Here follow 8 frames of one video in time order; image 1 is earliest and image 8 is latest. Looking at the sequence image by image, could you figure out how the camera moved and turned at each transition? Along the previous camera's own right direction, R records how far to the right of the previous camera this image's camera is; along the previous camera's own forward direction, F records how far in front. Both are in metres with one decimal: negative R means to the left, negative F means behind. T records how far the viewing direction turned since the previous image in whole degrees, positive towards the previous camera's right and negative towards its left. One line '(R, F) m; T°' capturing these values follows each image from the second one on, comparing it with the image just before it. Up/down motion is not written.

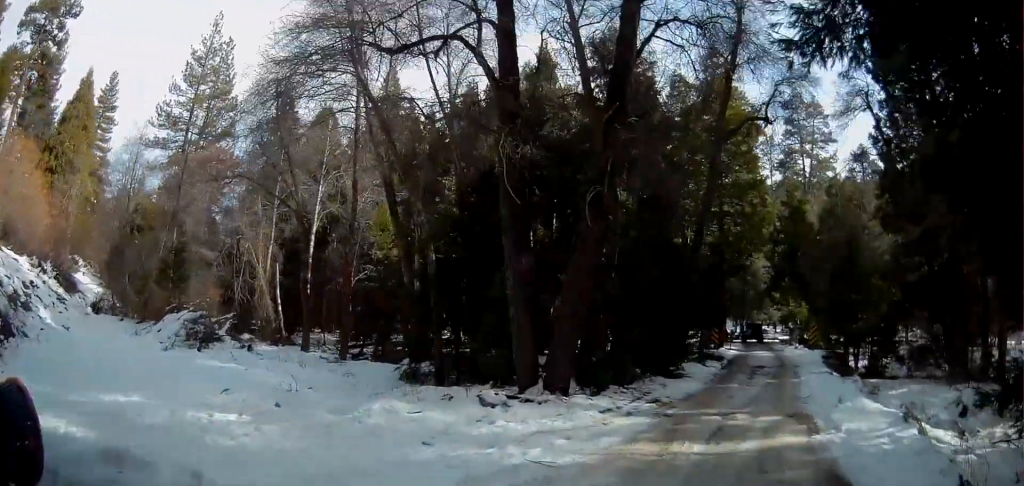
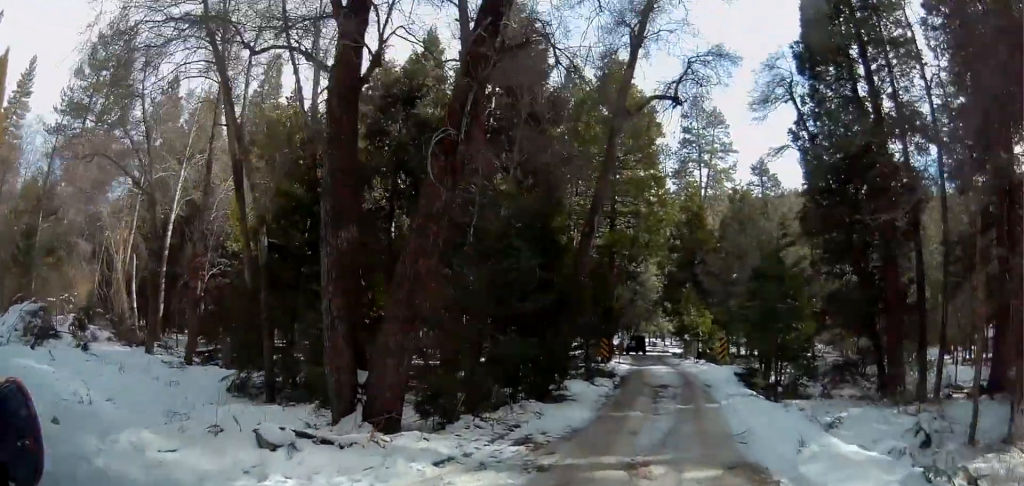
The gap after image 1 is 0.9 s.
(+0.3, +3.5) m; +9°
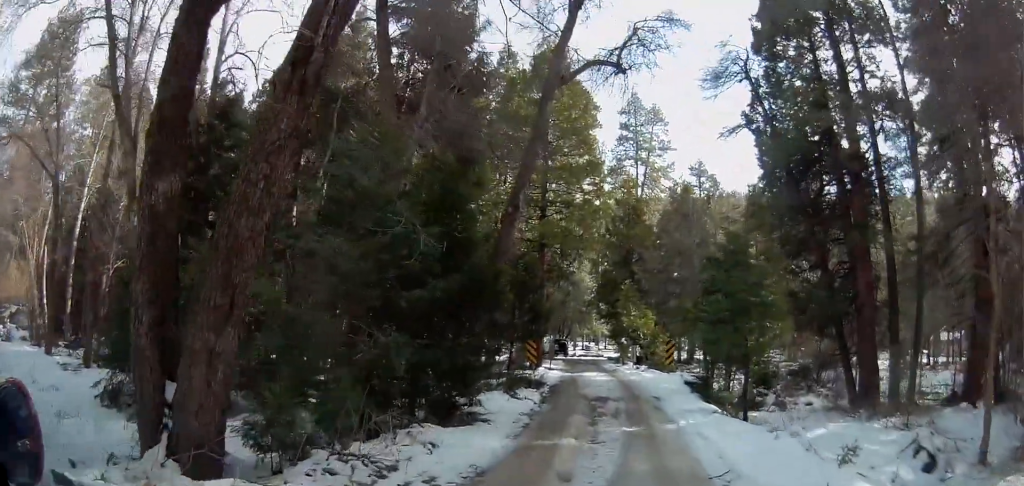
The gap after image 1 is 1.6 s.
(+0.1, +3.1) m; +4°
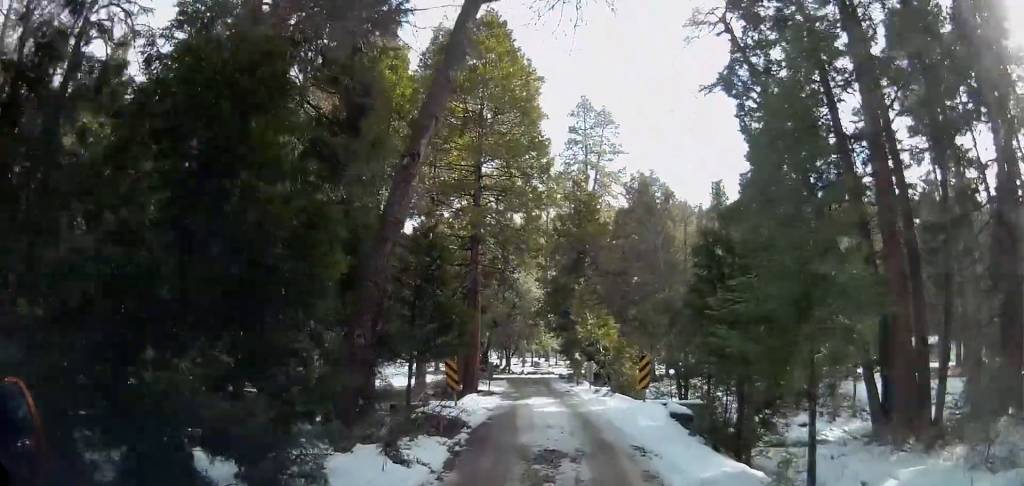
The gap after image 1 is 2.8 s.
(+0.1, +6.0) m; +2°
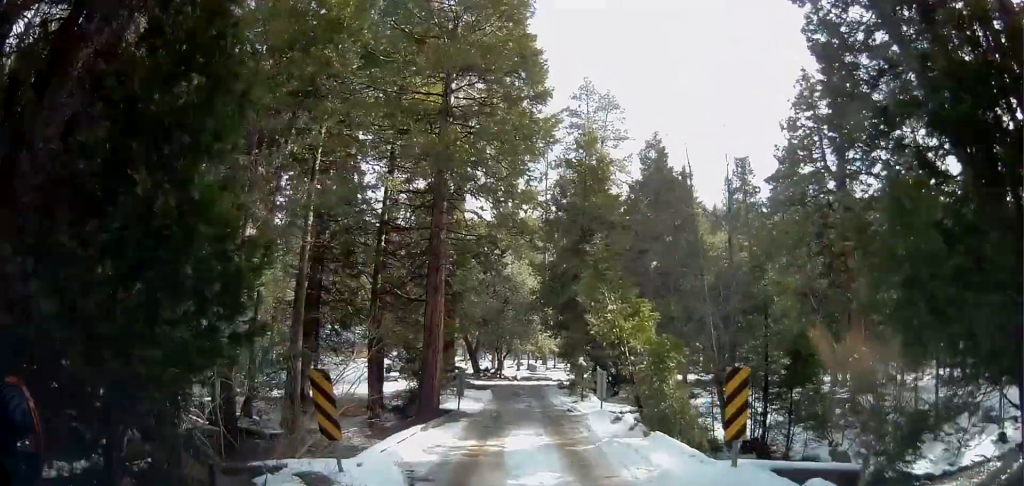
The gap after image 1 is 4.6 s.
(+0.4, +7.2) m; -2°
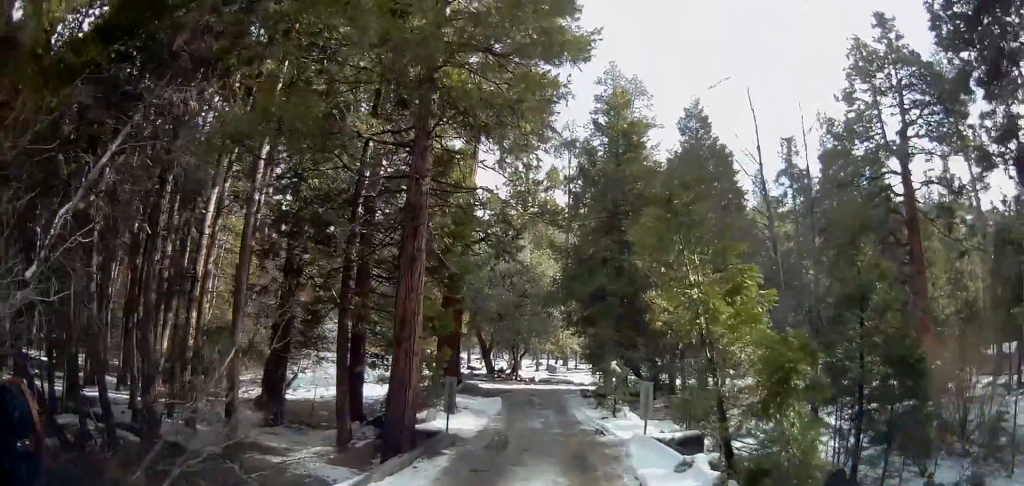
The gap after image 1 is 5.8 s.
(-0.7, +5.6) m; -4°
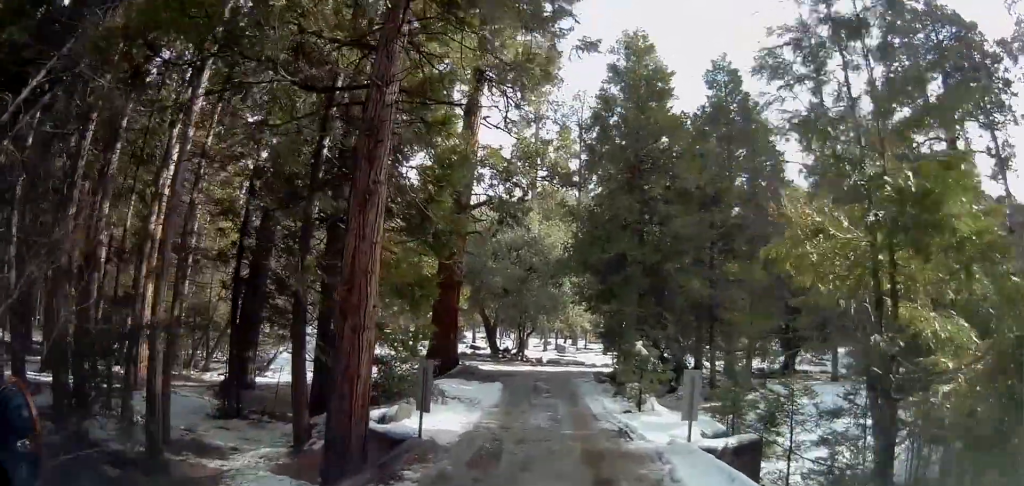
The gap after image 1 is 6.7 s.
(+0.2, +4.1) m; +4°
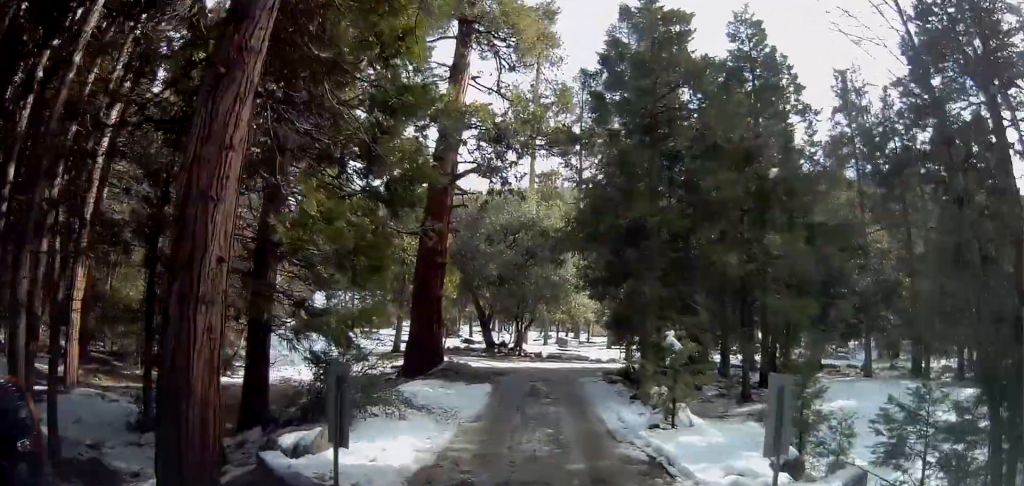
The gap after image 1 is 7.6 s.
(+0.1, +4.4) m; +1°
